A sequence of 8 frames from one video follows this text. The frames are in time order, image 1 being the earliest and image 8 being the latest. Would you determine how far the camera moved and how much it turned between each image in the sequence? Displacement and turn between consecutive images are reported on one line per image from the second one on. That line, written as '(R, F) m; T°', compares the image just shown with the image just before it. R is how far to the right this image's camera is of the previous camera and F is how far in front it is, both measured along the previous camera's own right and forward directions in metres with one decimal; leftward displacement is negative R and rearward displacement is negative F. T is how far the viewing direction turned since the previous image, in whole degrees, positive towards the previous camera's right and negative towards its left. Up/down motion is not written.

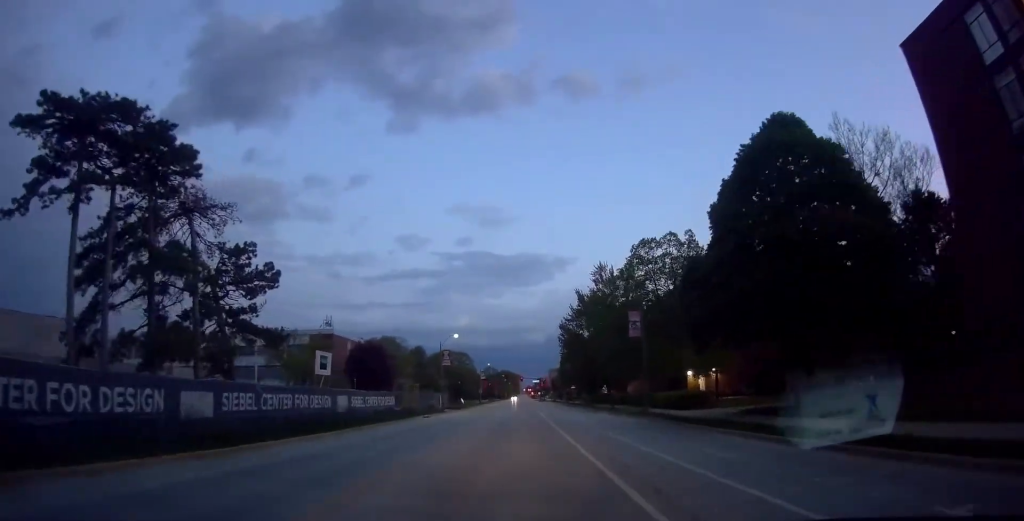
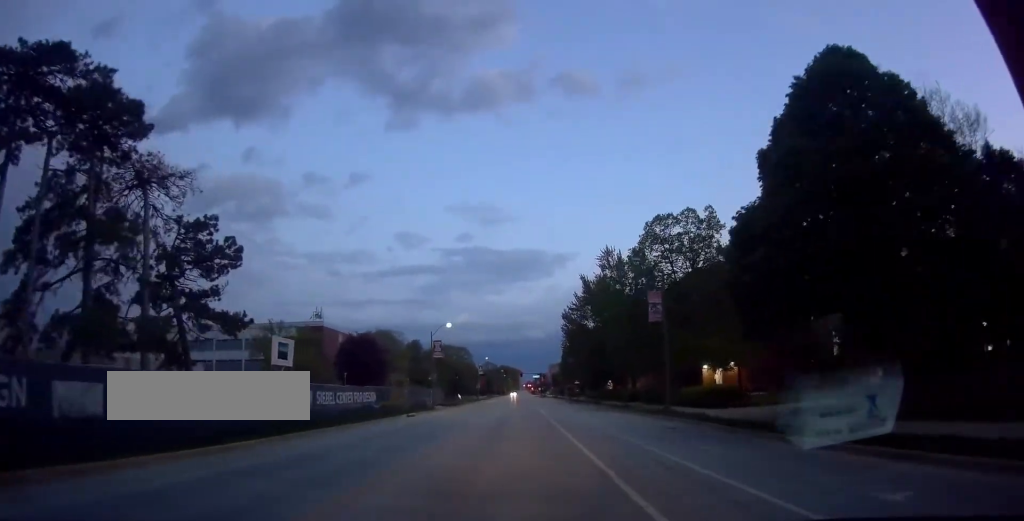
(0.0, +6.0) m; 0°
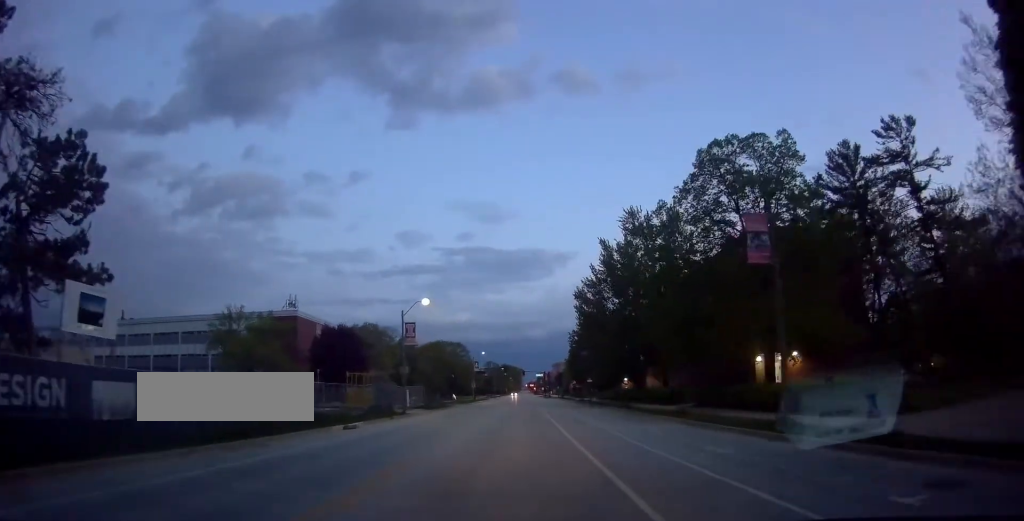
(0.0, +13.0) m; 0°
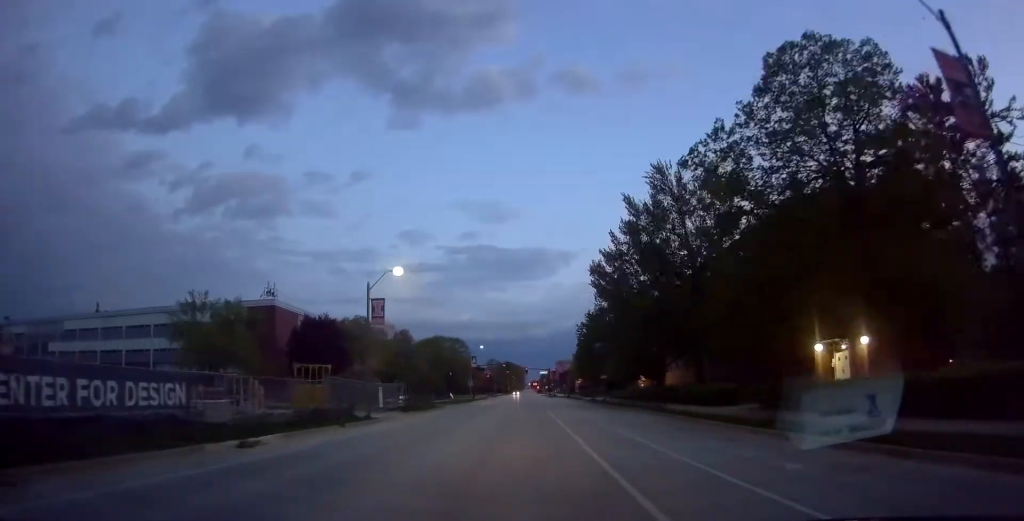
(0.0, +9.7) m; -1°
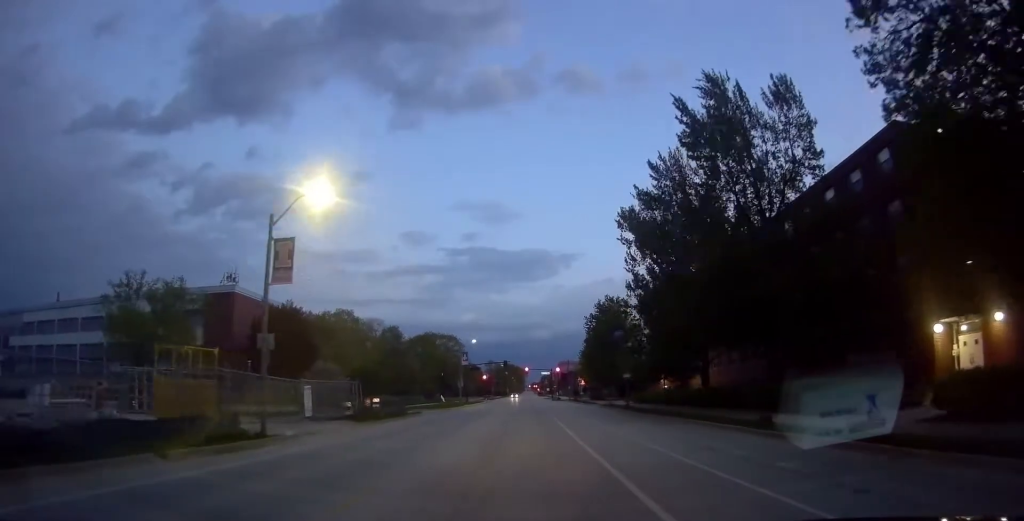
(-0.2, +12.9) m; -2°
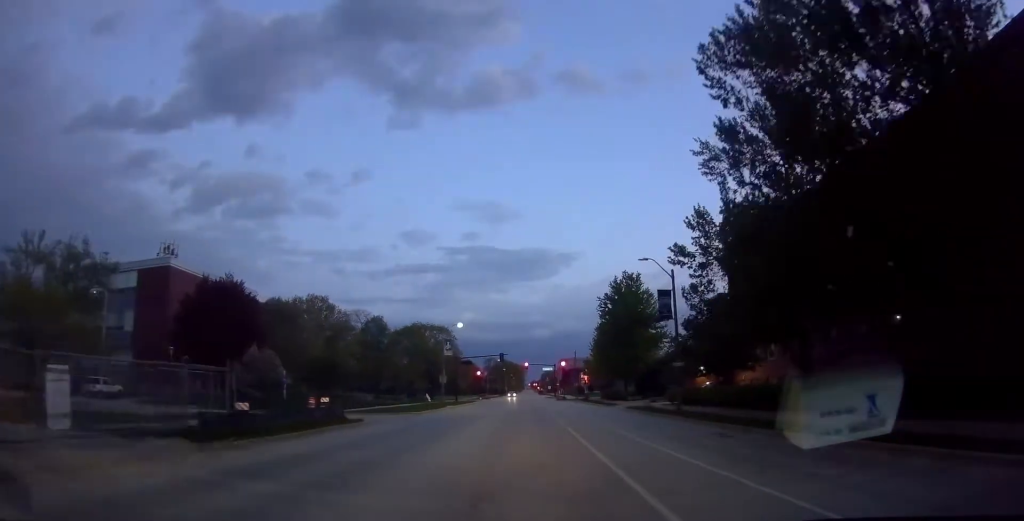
(-0.2, +14.9) m; +1°
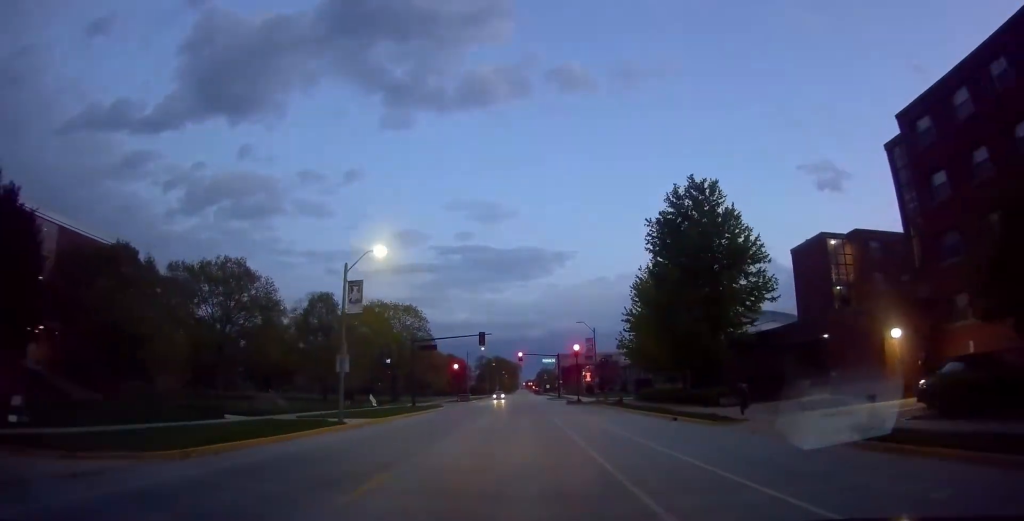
(+1.1, +30.4) m; +2°
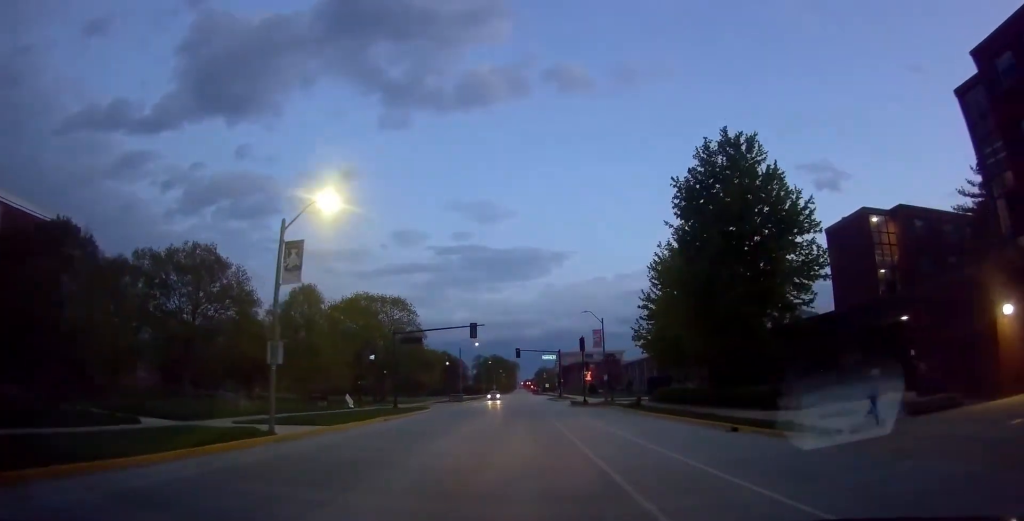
(0.0, +7.4) m; 0°
